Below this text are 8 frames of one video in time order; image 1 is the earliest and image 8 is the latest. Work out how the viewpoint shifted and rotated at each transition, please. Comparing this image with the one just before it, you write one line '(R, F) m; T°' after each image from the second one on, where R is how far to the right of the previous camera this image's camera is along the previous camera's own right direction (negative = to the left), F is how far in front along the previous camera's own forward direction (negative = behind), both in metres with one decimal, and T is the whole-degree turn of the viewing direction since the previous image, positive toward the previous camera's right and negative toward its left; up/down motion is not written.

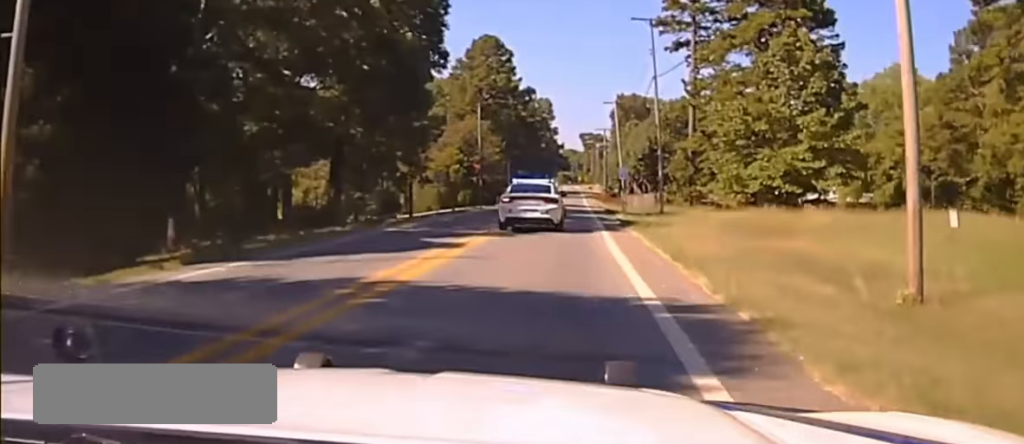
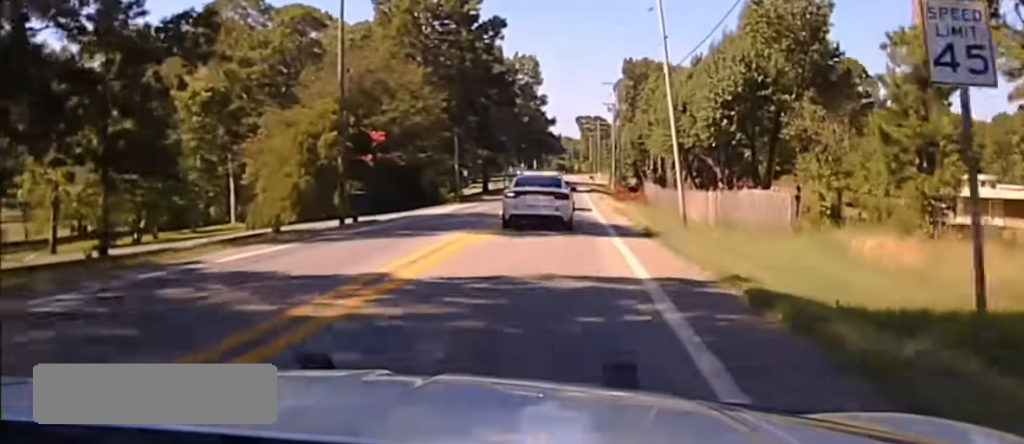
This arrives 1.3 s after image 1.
(-0.1, +55.1) m; 0°
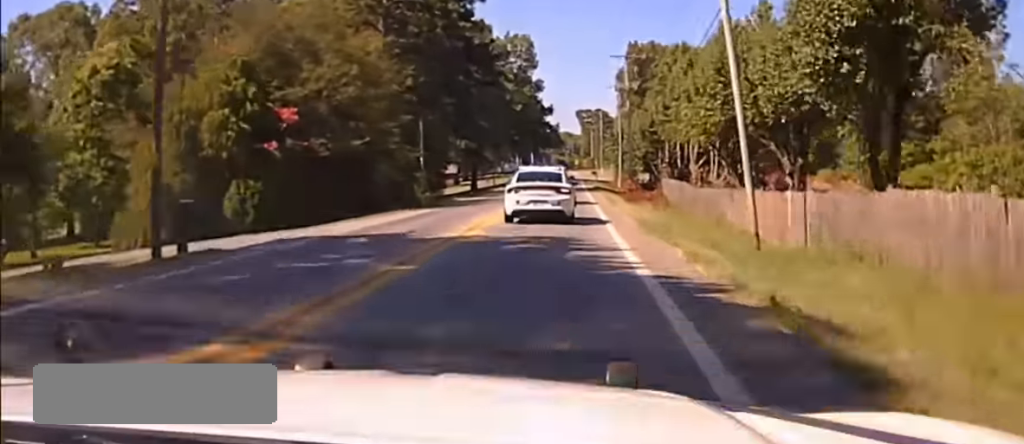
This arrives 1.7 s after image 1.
(+0.1, +18.6) m; 0°
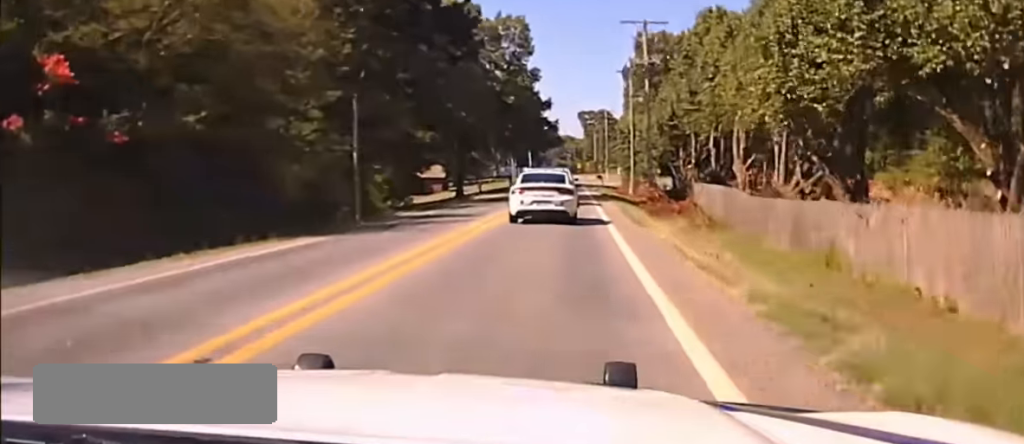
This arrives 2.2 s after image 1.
(0.0, +20.1) m; 0°
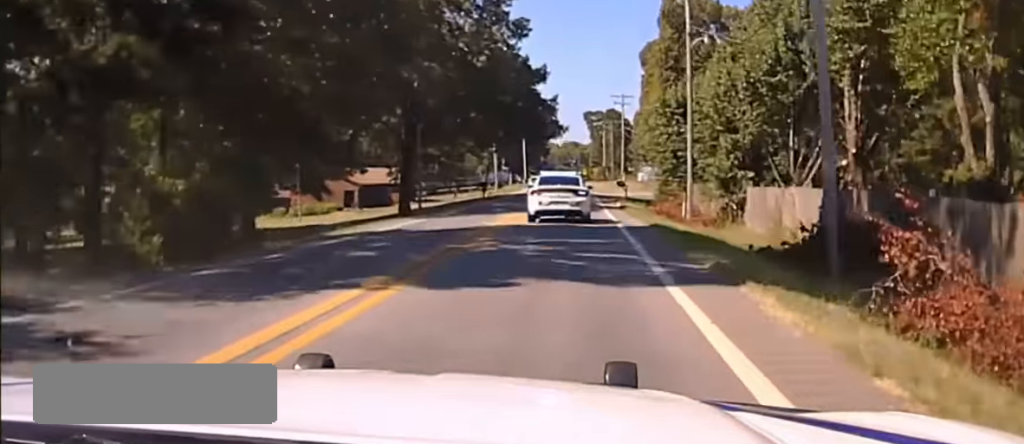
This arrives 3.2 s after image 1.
(-0.2, +45.0) m; 0°
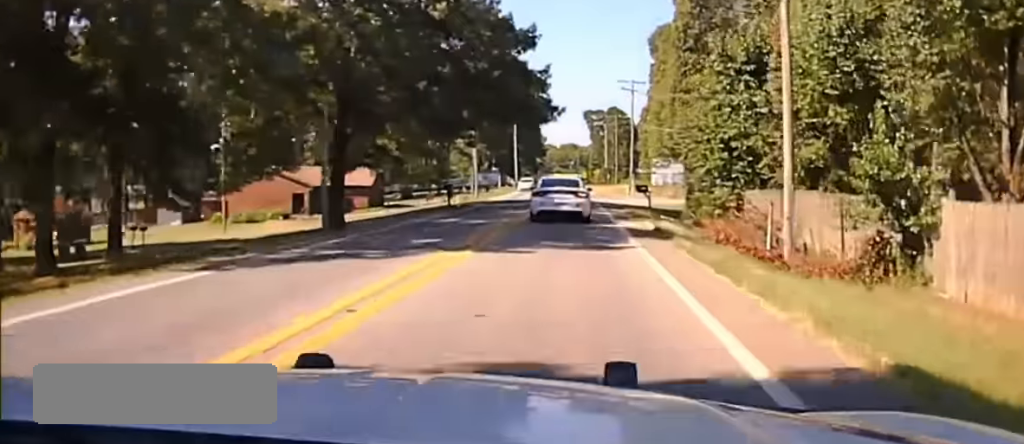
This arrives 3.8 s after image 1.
(0.0, +22.2) m; 0°
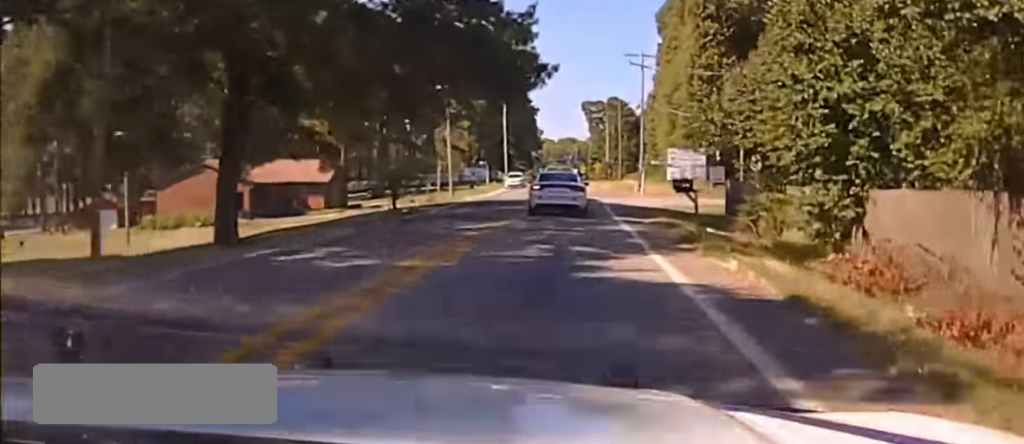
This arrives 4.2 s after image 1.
(0.0, +19.5) m; 0°
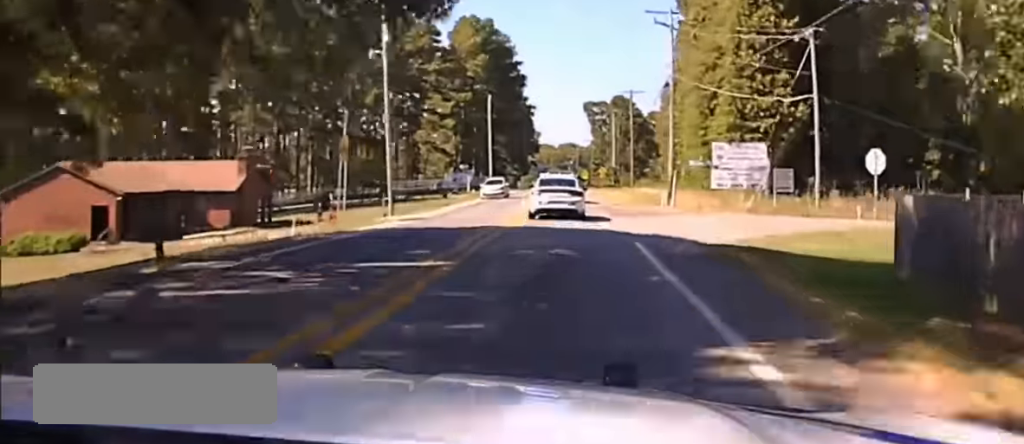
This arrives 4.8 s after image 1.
(0.0, +25.7) m; 0°
